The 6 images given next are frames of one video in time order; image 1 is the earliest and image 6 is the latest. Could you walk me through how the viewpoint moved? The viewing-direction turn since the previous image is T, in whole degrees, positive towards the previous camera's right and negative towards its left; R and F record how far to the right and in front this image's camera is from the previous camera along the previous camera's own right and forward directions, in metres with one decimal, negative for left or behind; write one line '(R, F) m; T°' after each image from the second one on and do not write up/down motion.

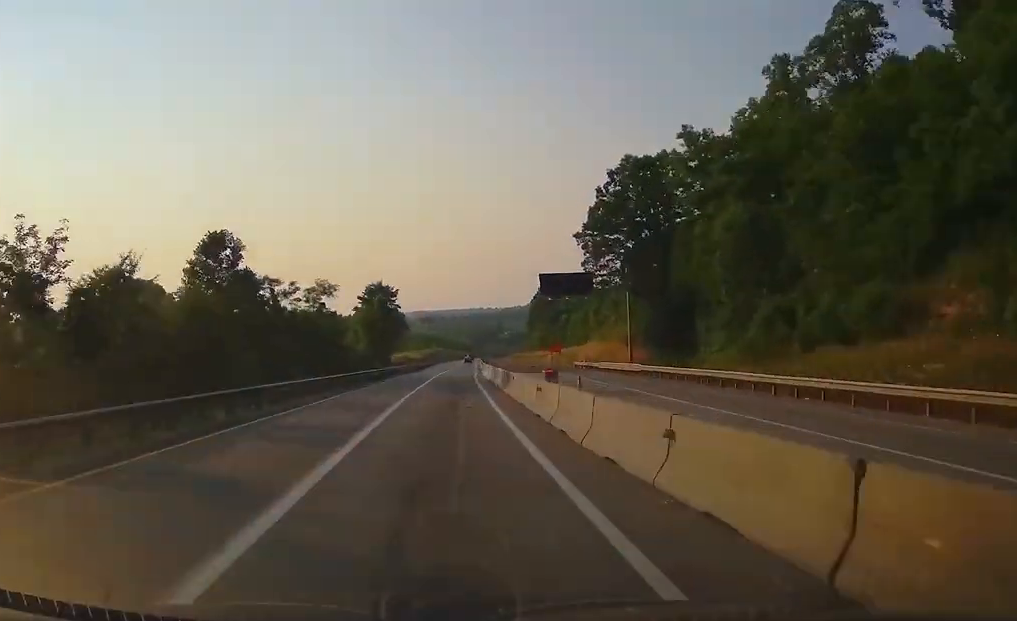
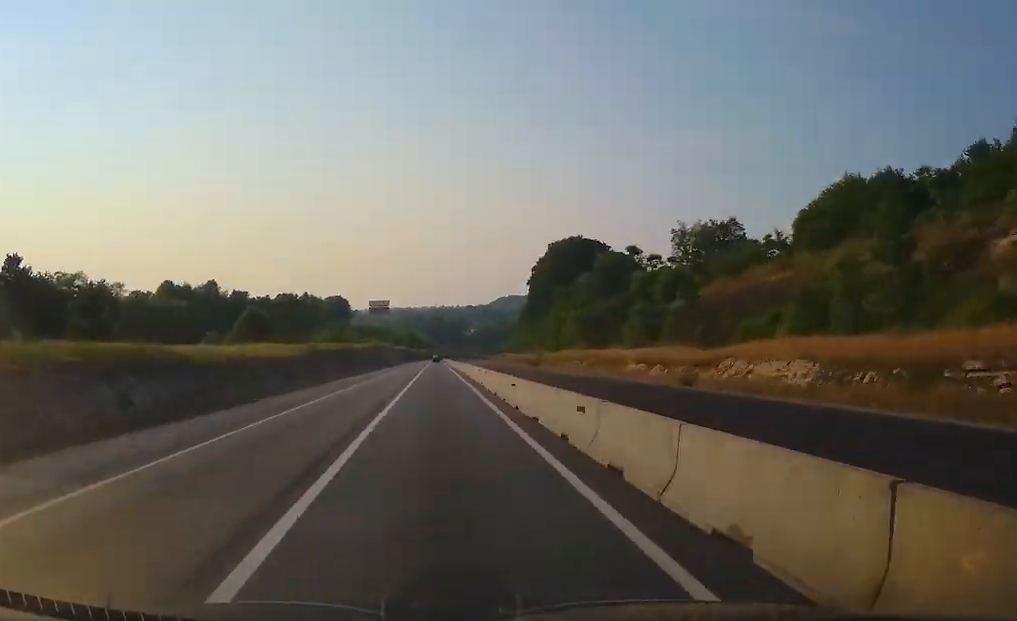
(+4.2, +130.7) m; +2°
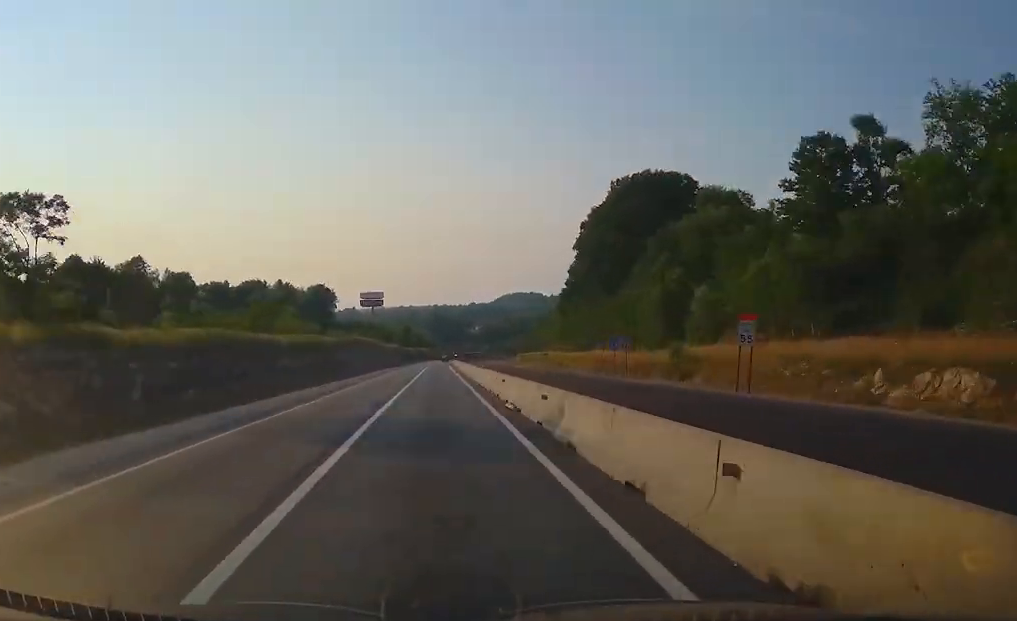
(+0.3, +71.7) m; +1°
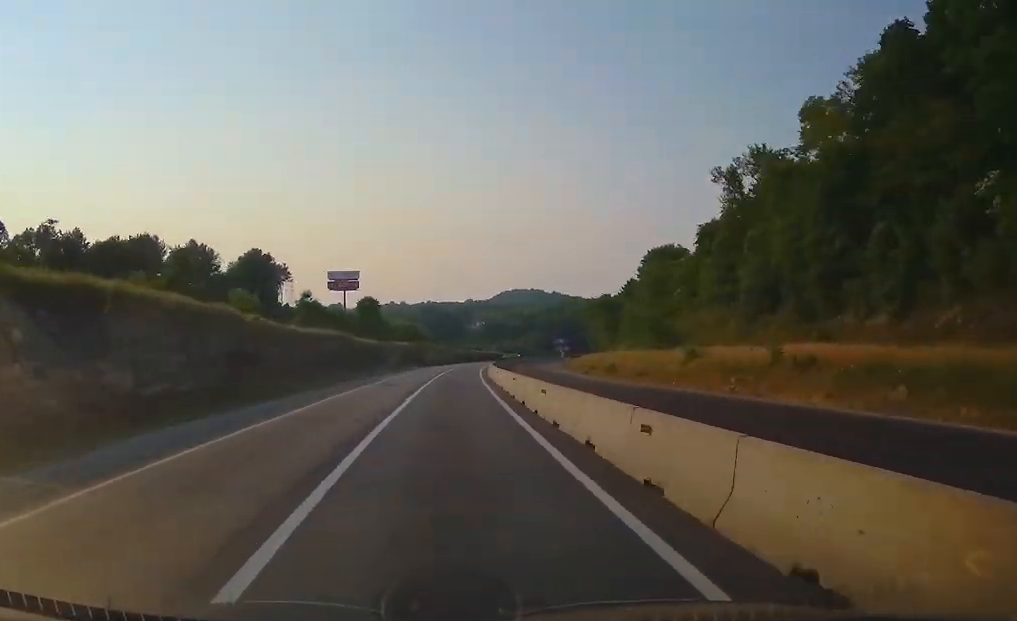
(+1.5, +118.0) m; +4°
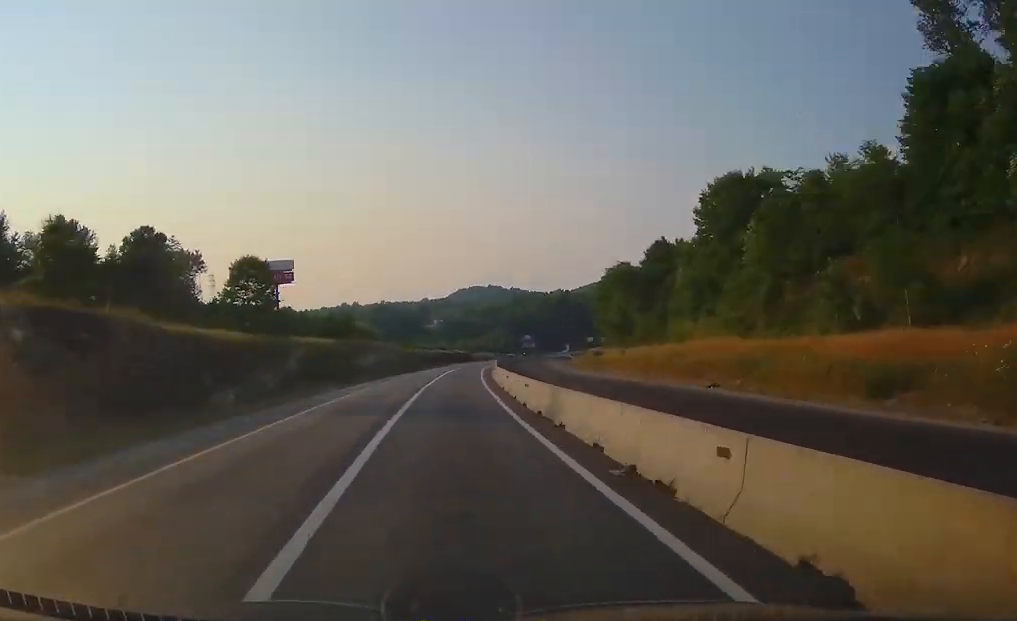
(-1.3, +59.0) m; +3°
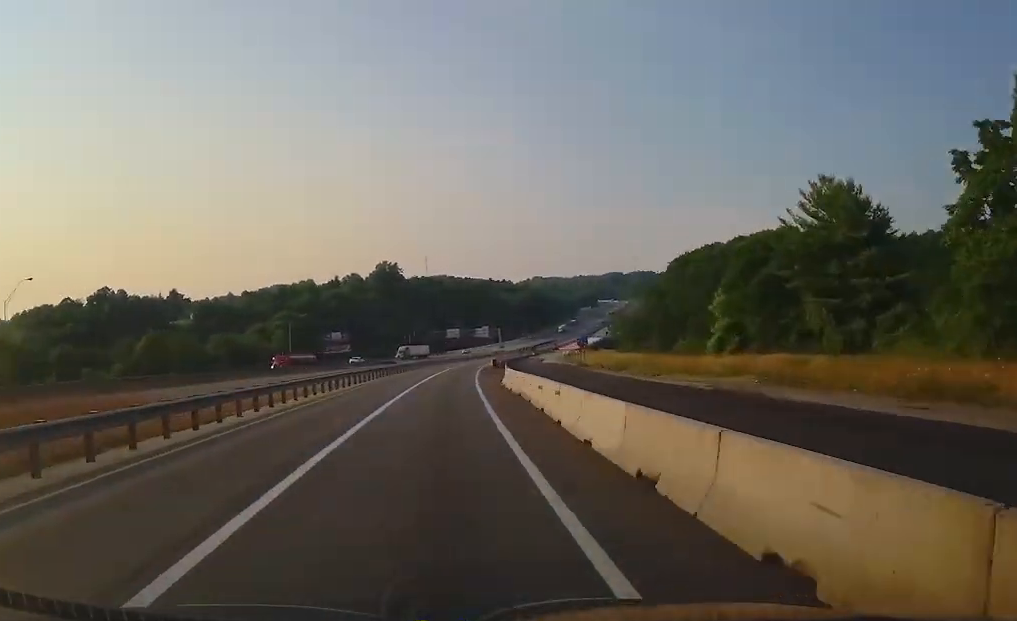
(+35.1, +237.9) m; +18°
